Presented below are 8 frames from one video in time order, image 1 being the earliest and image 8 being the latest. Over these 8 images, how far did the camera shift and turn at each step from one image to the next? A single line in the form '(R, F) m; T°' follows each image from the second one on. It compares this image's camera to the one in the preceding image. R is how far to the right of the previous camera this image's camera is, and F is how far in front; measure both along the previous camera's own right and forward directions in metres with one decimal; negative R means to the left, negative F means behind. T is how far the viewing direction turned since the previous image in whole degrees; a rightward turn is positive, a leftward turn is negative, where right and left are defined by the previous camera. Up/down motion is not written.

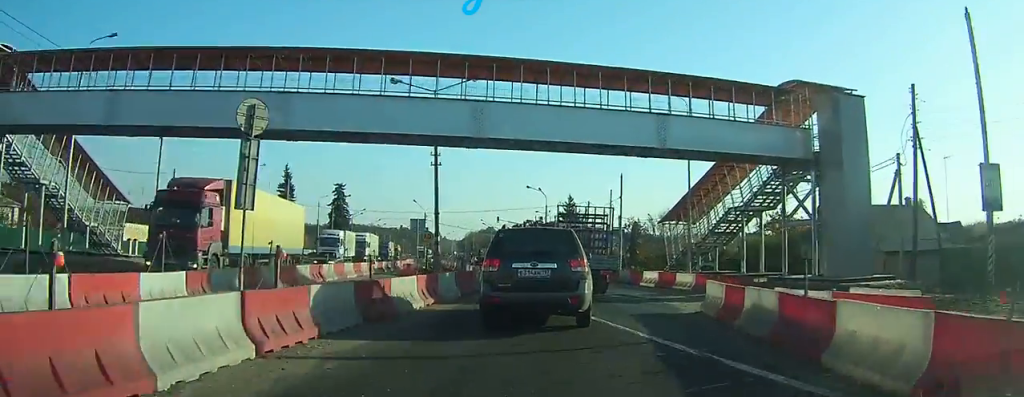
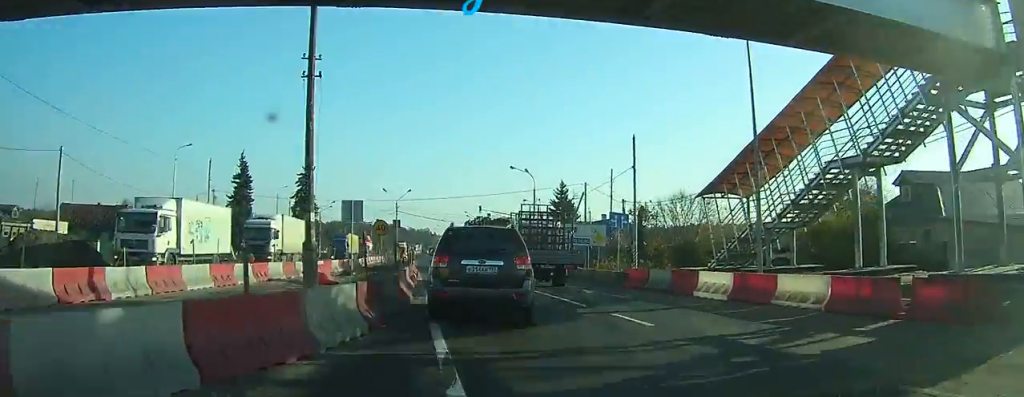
(0.0, +13.4) m; 0°
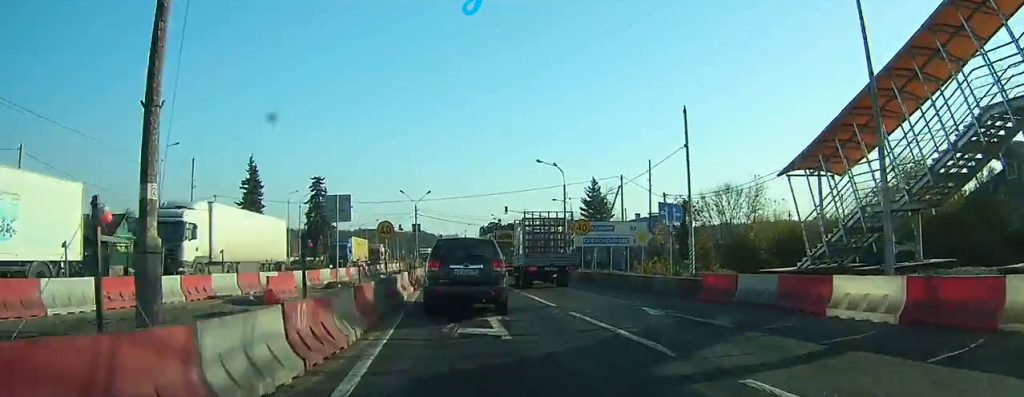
(0.0, +7.8) m; 0°
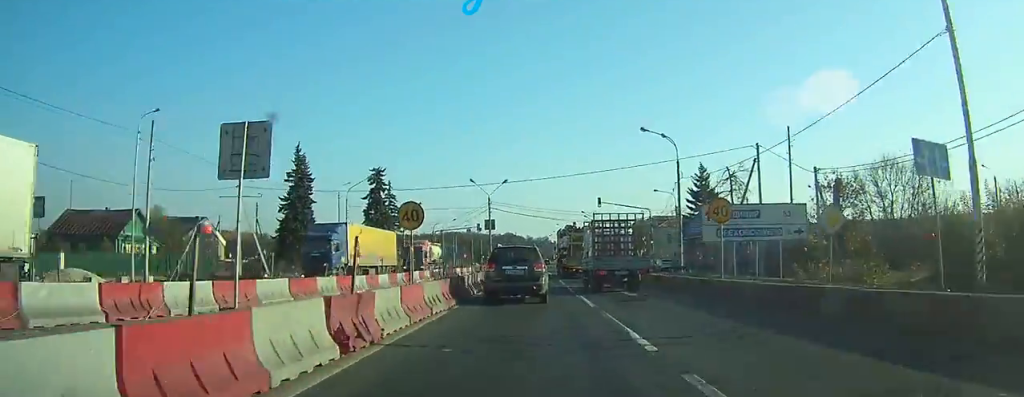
(-0.1, +15.5) m; -4°
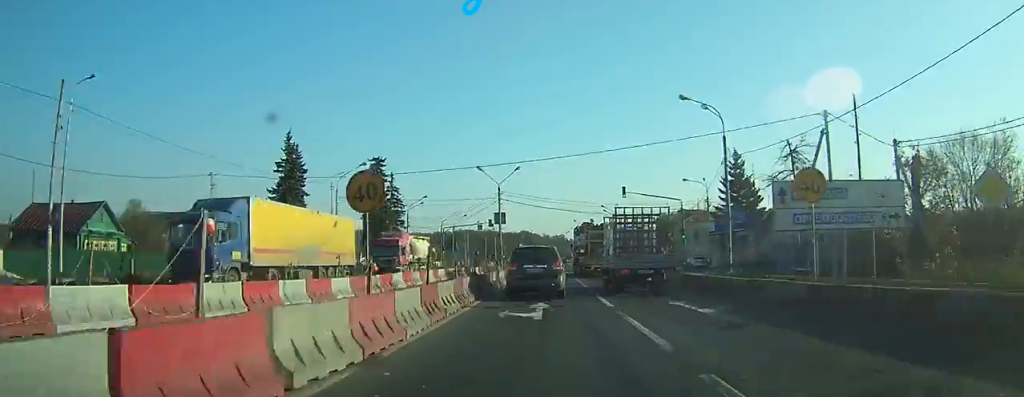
(-0.4, +8.2) m; -1°
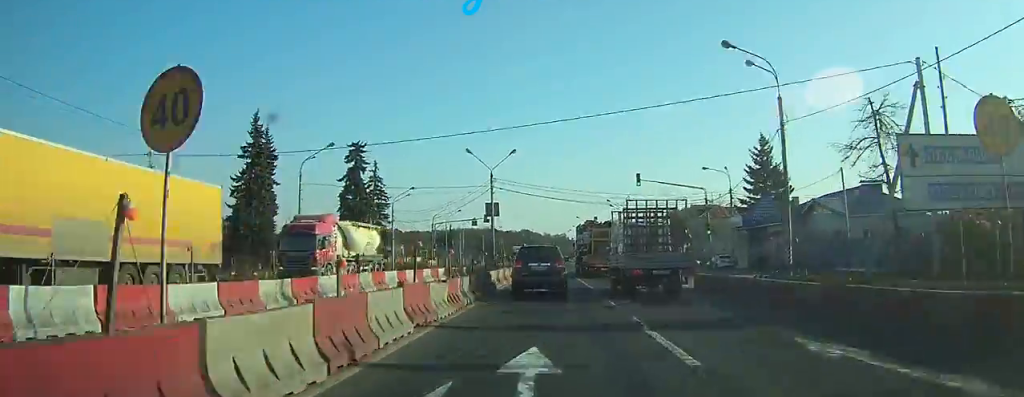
(-0.2, +8.3) m; -1°
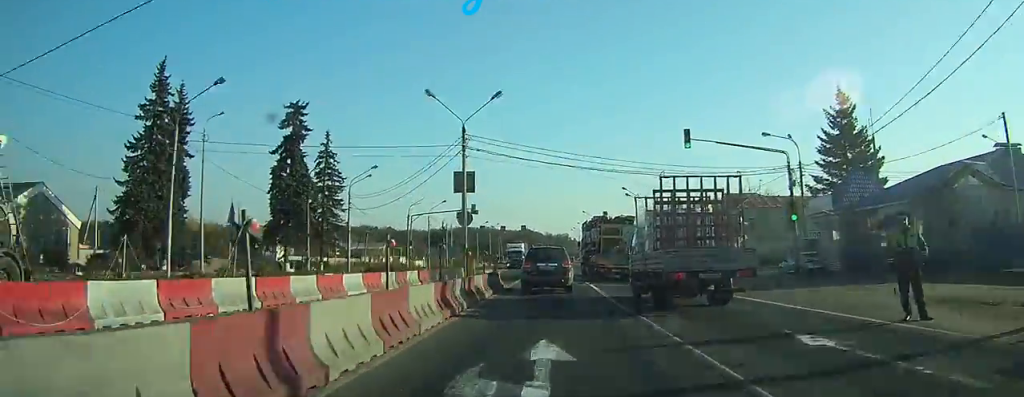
(-0.2, +17.0) m; -1°
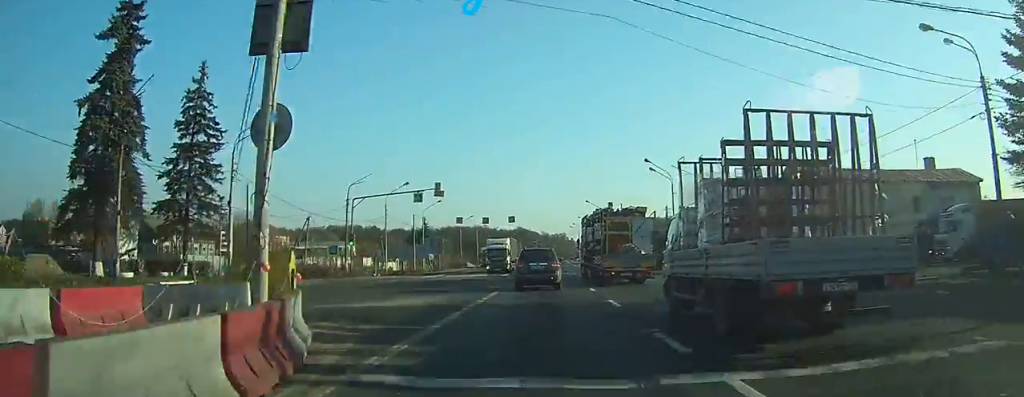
(-0.1, +22.5) m; -1°
